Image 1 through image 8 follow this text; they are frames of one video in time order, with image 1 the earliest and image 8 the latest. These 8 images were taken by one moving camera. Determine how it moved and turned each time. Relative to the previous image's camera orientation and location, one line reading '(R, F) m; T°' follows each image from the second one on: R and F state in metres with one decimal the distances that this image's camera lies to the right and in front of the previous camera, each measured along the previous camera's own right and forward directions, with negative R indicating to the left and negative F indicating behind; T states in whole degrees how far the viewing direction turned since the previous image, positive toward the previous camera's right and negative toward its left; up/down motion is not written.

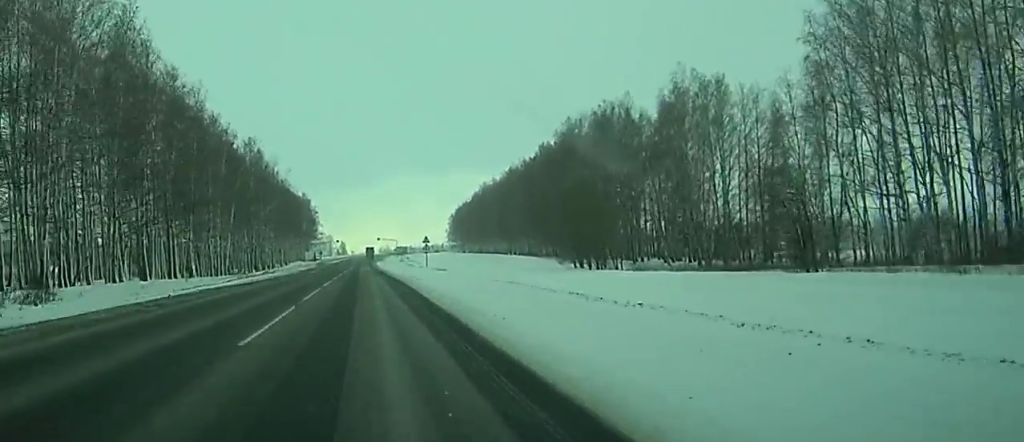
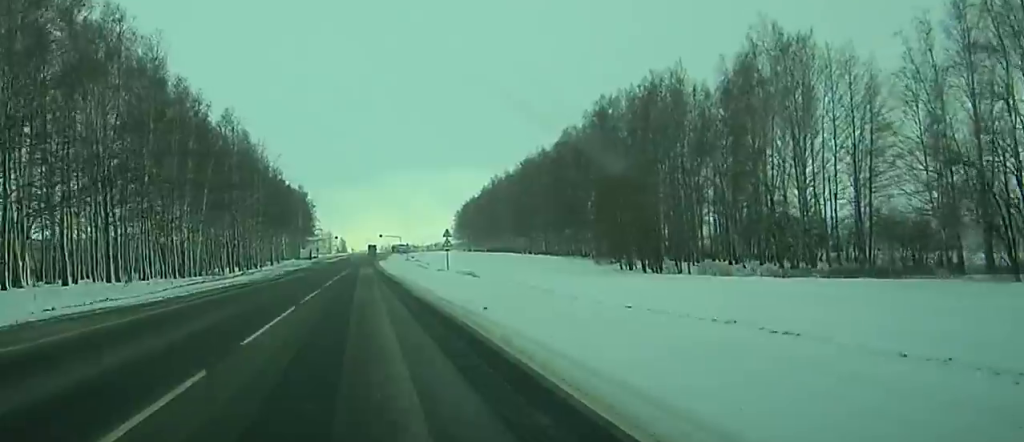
(-0.1, +23.7) m; 0°
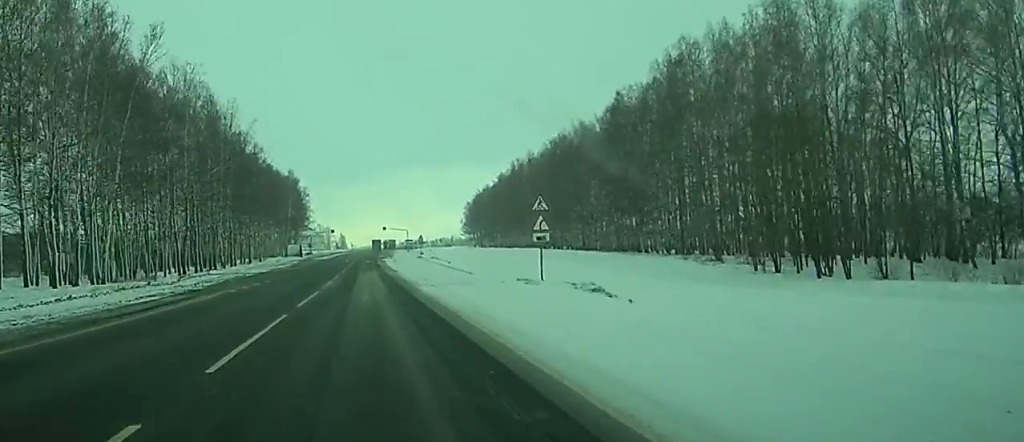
(0.0, +38.7) m; 0°
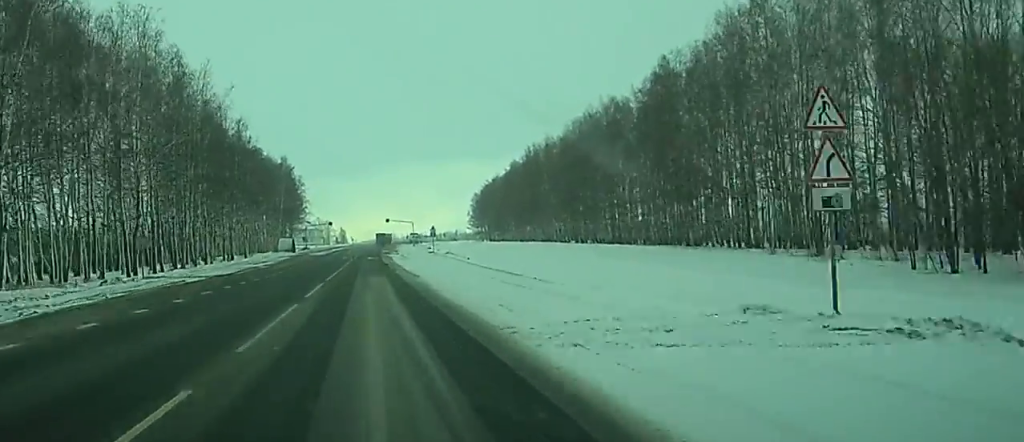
(0.0, +22.5) m; 0°
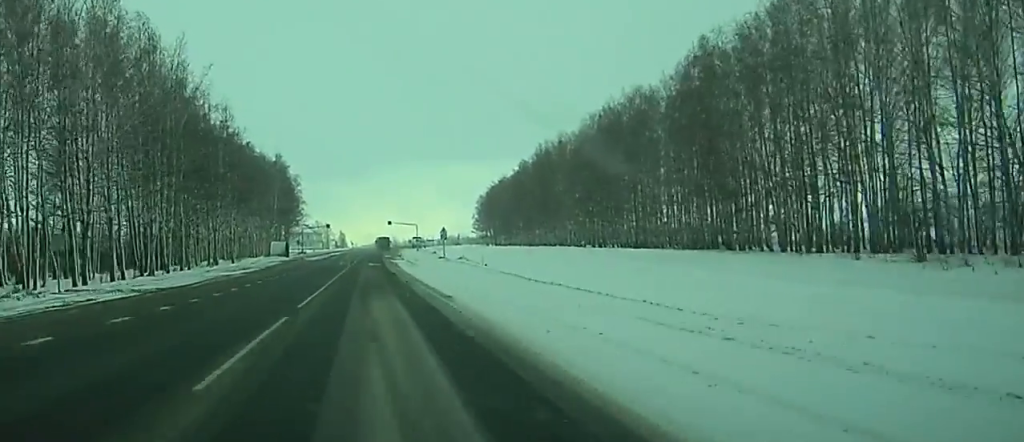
(-0.1, +14.9) m; 0°
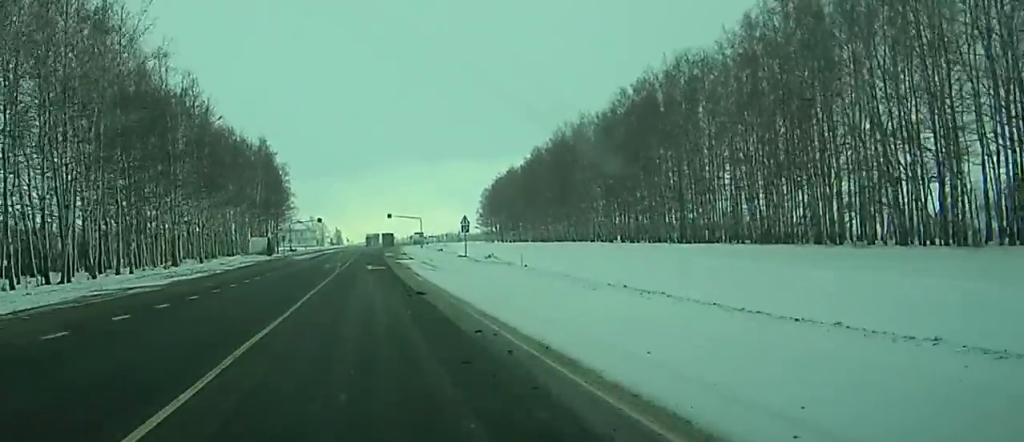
(+0.1, +24.1) m; 0°
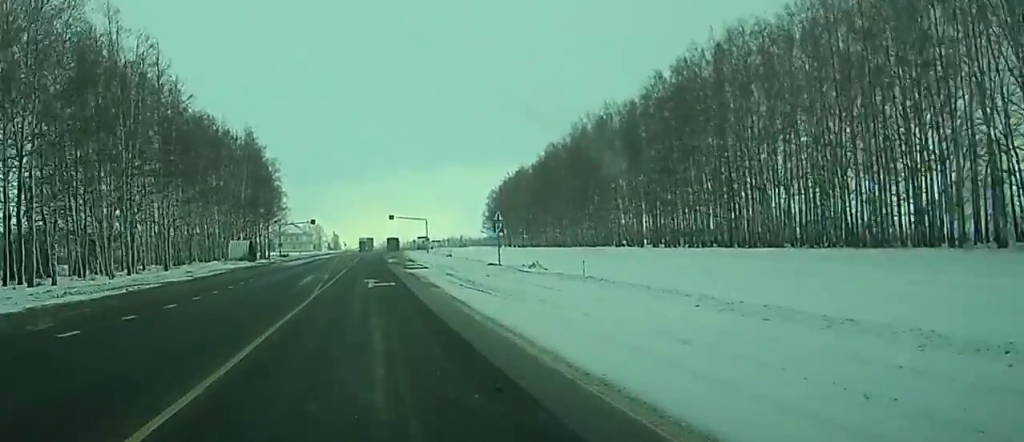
(0.0, +19.3) m; 0°
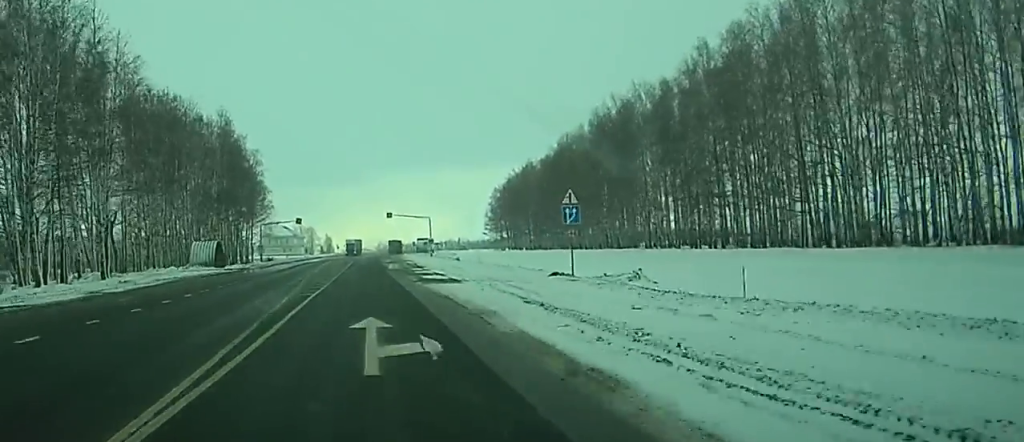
(0.0, +21.0) m; 0°
